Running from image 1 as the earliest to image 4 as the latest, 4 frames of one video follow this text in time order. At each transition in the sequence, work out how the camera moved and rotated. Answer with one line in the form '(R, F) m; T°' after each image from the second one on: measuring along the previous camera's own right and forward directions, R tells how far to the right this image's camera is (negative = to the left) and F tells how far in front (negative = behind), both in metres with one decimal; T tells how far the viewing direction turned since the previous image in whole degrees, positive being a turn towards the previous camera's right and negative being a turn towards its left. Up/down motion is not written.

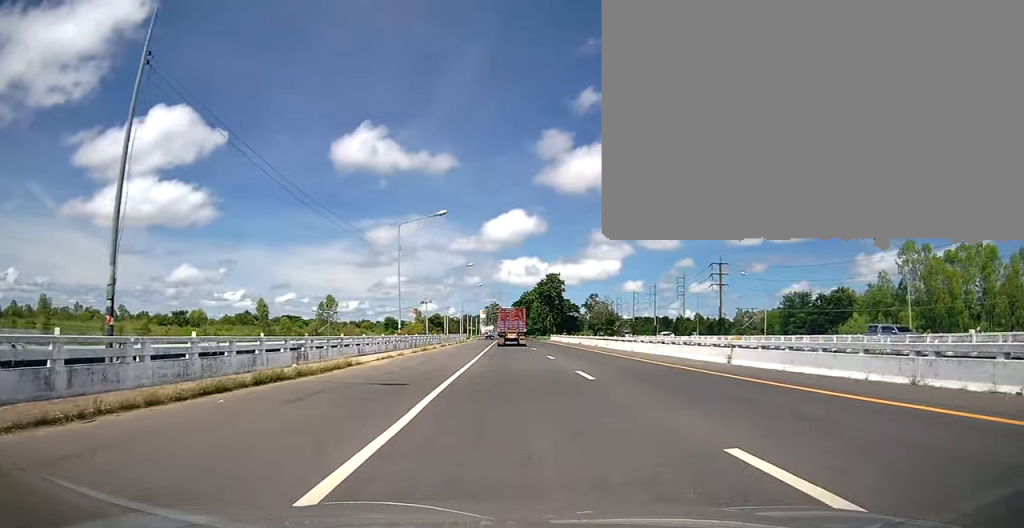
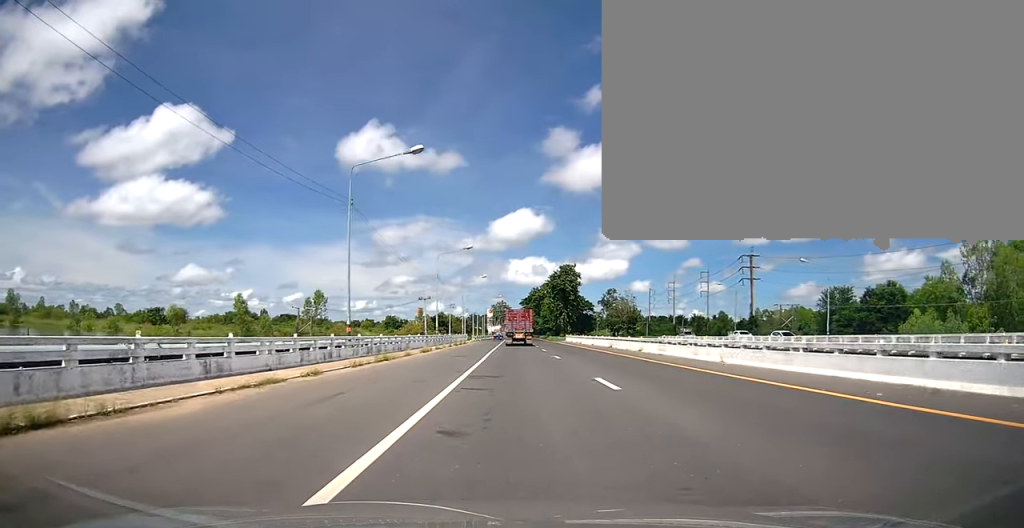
(-0.4, +14.2) m; -1°
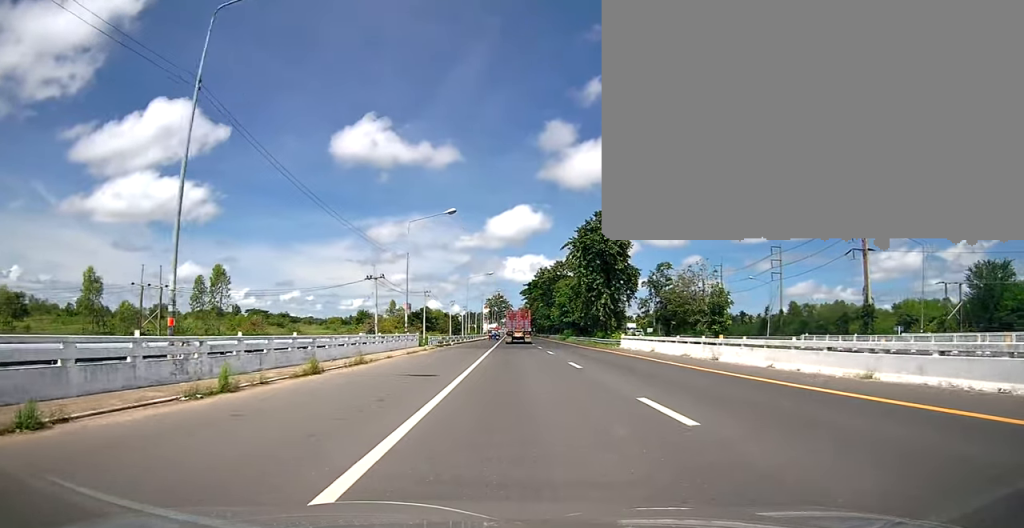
(+0.6, +43.5) m; +2°
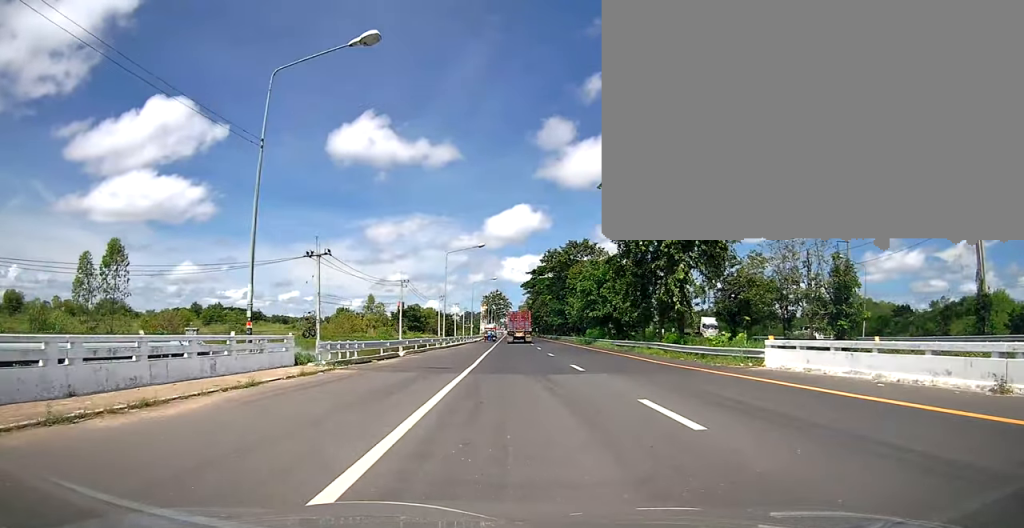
(-0.1, +24.1) m; -2°
